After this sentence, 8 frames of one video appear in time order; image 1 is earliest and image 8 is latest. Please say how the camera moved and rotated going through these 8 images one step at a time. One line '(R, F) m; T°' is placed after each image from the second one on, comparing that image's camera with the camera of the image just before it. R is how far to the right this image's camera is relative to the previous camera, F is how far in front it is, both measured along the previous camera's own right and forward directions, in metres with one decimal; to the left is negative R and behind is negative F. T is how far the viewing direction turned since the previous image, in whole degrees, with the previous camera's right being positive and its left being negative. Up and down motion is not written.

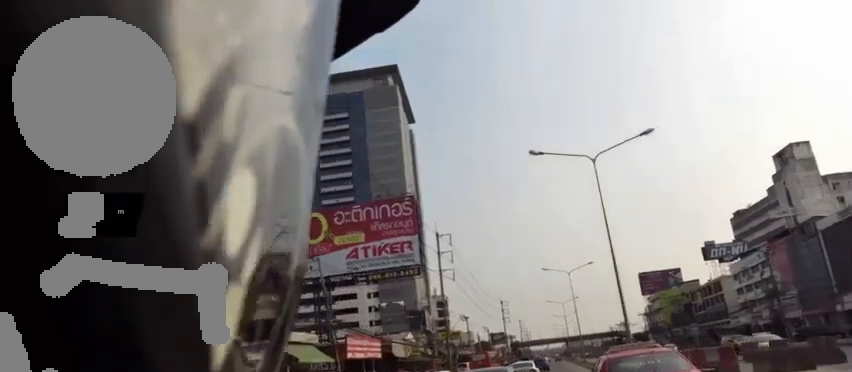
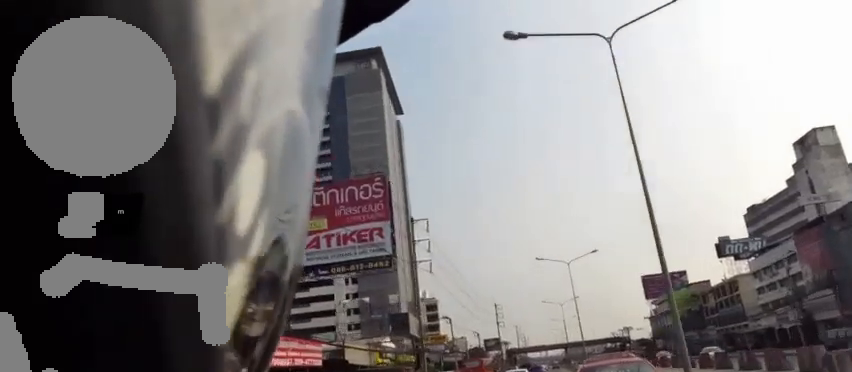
(0.0, +11.8) m; +3°
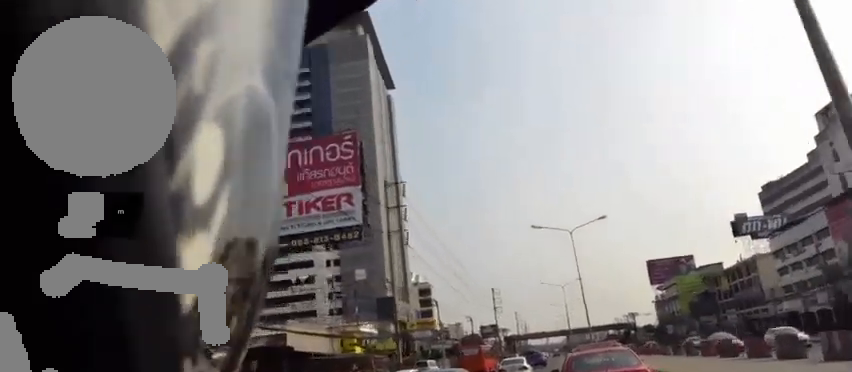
(+0.1, +9.6) m; +2°
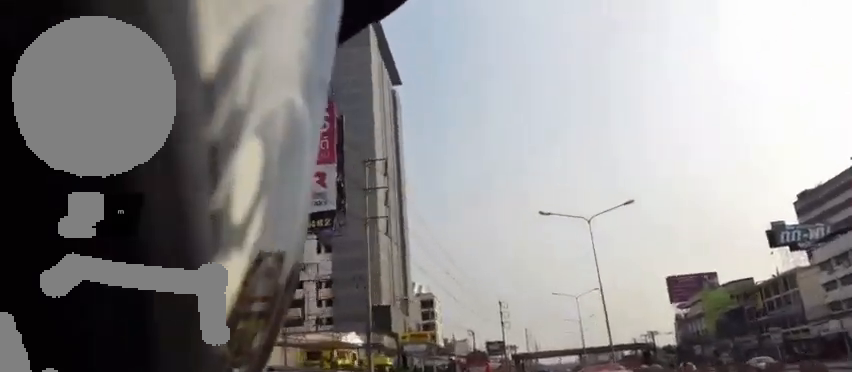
(+0.6, +9.2) m; +2°
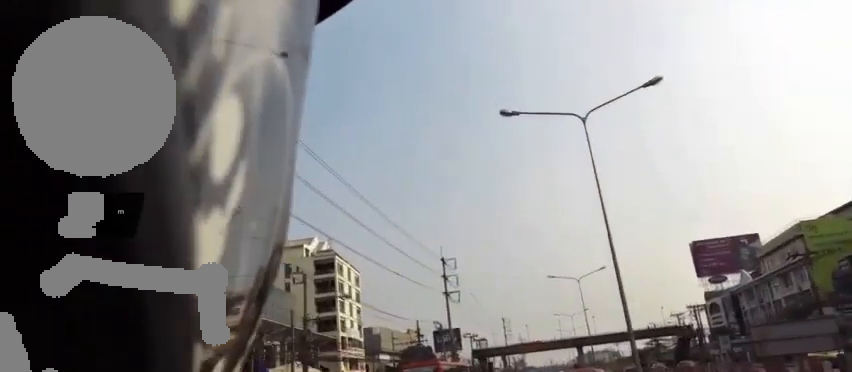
(+0.3, +55.4) m; 0°
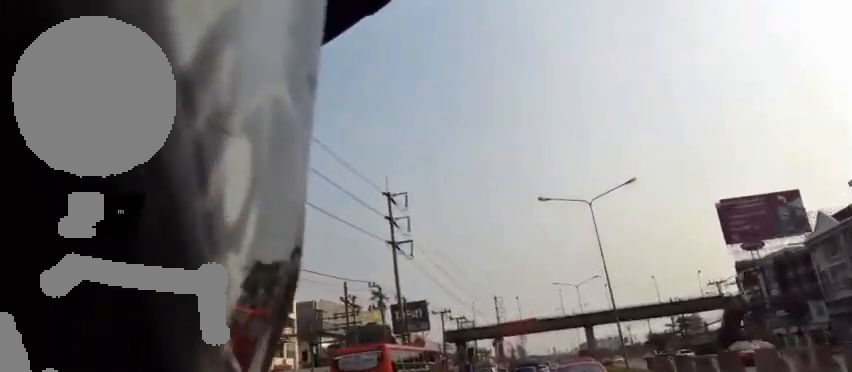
(0.0, +25.6) m; -1°
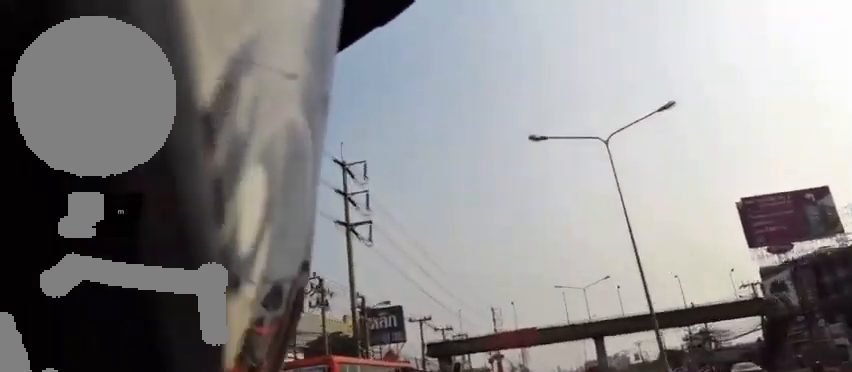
(-0.2, +12.6) m; -1°
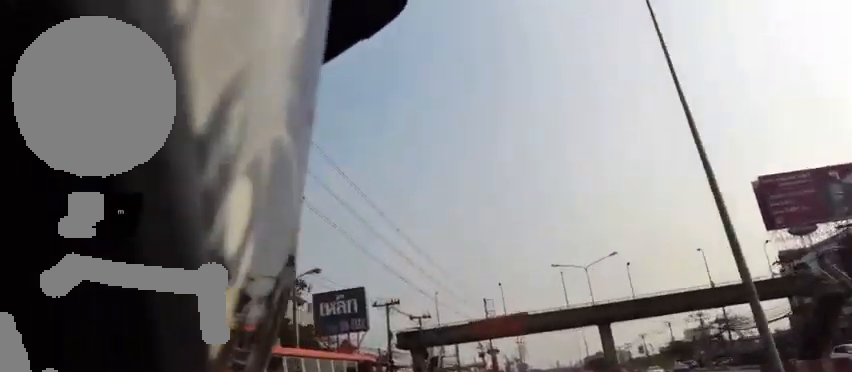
(-0.1, +11.3) m; 0°
